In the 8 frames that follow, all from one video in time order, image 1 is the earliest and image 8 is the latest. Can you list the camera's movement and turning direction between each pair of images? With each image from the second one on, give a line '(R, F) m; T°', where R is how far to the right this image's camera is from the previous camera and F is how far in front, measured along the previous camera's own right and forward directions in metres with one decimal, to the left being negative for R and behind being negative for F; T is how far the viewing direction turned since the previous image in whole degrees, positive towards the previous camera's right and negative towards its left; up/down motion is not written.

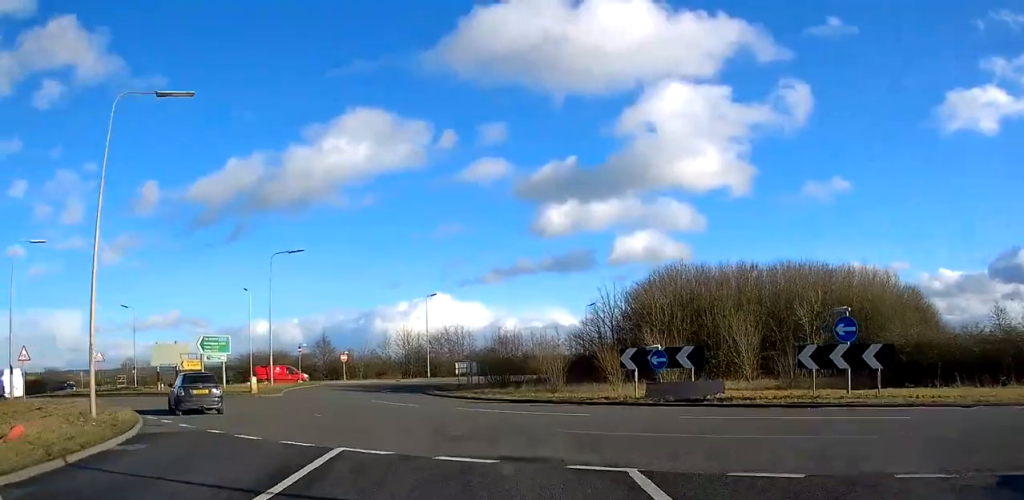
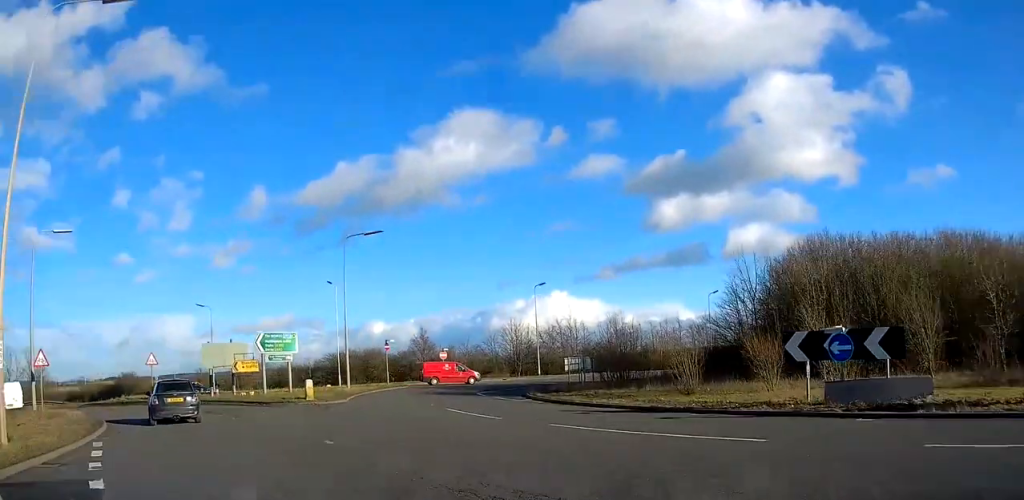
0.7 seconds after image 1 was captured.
(-0.6, +7.5) m; -7°
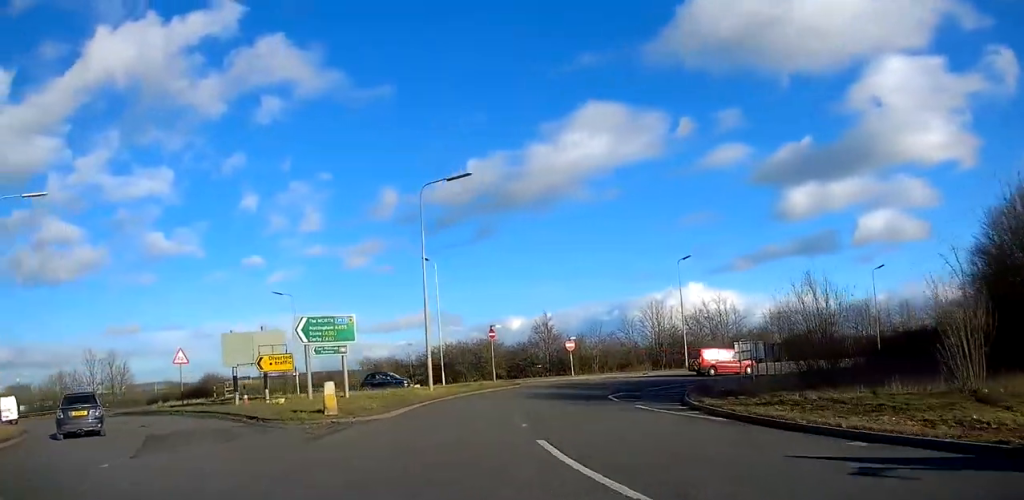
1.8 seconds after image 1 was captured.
(-0.7, +11.7) m; -12°
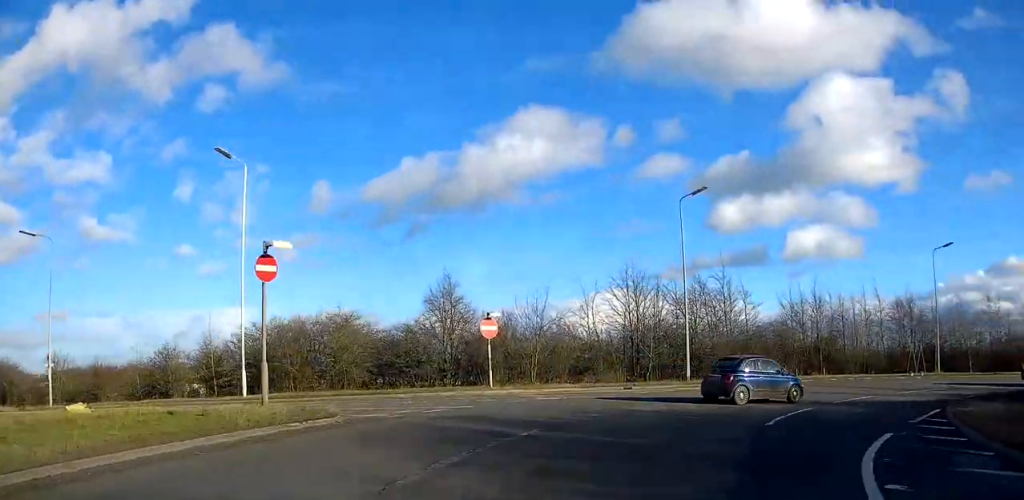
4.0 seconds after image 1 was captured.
(-1.1, +24.1) m; +10°
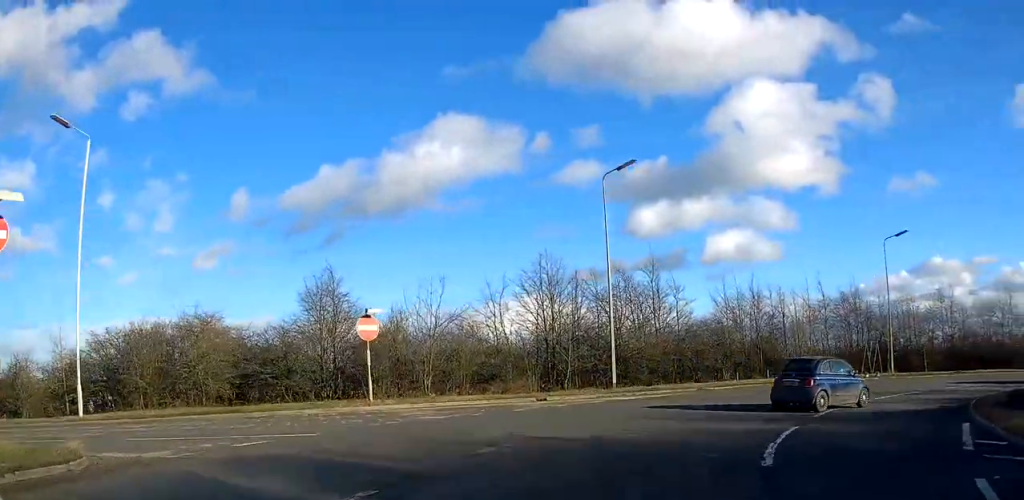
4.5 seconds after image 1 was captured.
(+0.2, +5.3) m; +8°
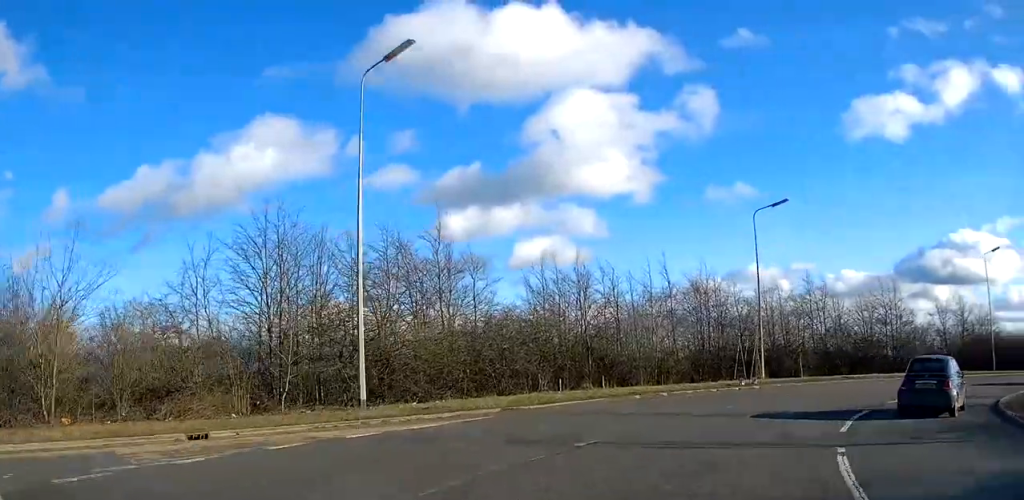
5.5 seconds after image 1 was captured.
(+1.9, +11.1) m; +13°
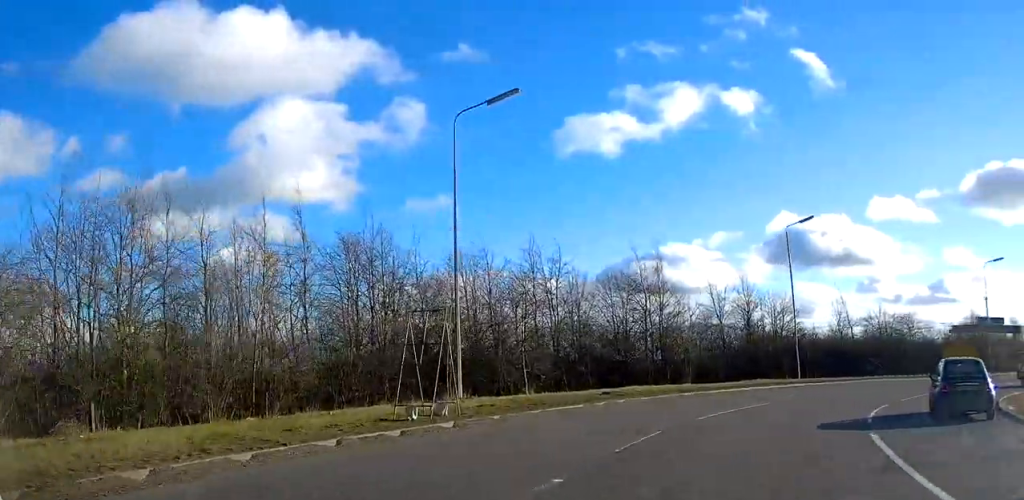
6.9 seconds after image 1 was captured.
(+1.5, +18.1) m; +21°
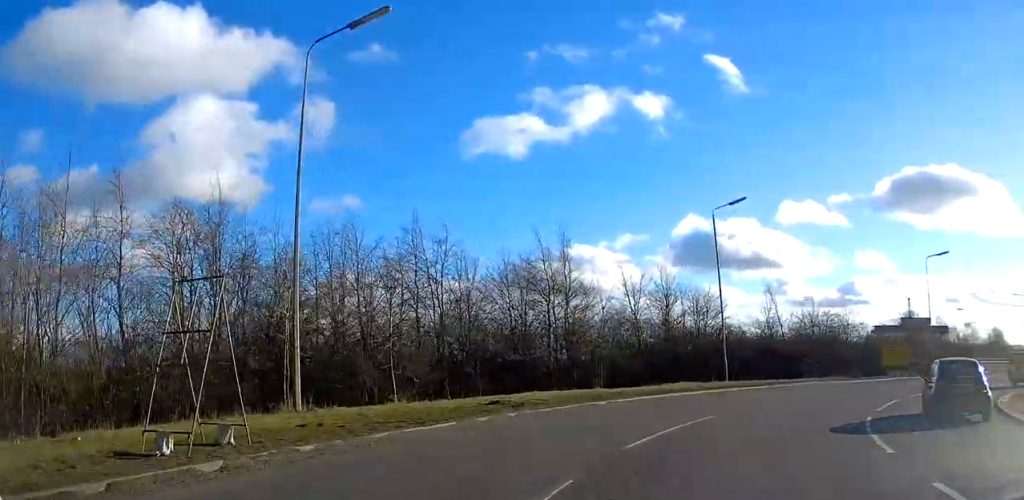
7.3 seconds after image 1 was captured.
(+1.5, +6.0) m; +11°
